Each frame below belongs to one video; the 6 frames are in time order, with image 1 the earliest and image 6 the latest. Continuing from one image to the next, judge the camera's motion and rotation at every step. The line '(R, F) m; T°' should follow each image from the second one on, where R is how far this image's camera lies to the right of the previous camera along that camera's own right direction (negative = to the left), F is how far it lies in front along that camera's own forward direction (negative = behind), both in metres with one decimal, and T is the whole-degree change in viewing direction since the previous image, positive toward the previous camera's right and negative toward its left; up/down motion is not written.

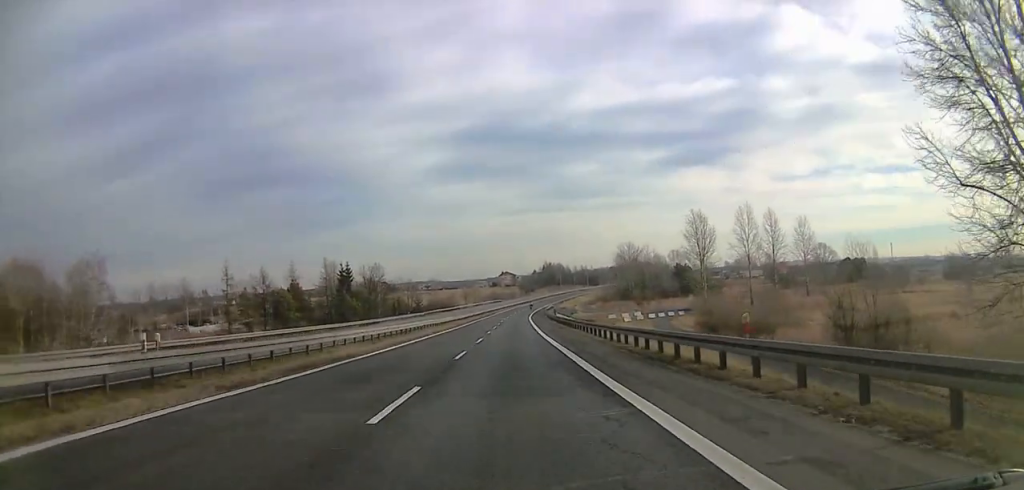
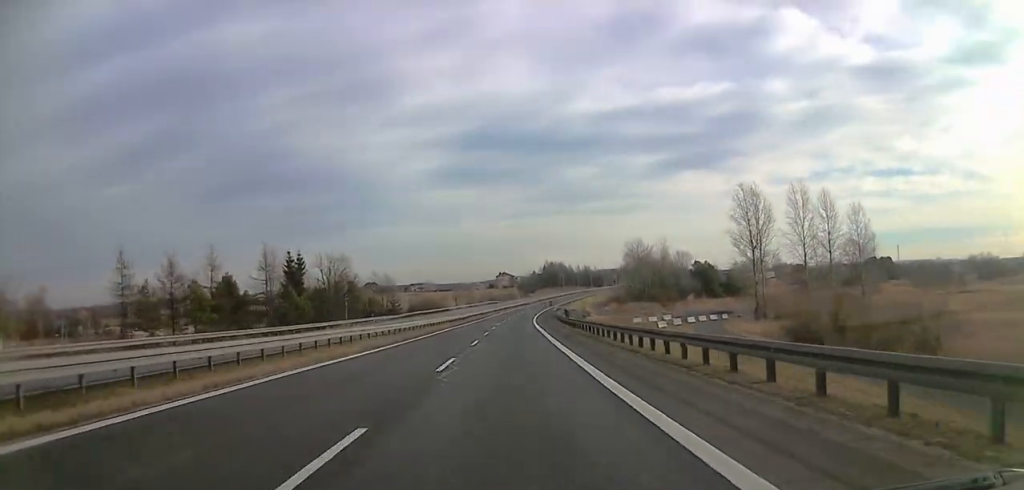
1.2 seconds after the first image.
(+0.5, +32.0) m; +1°
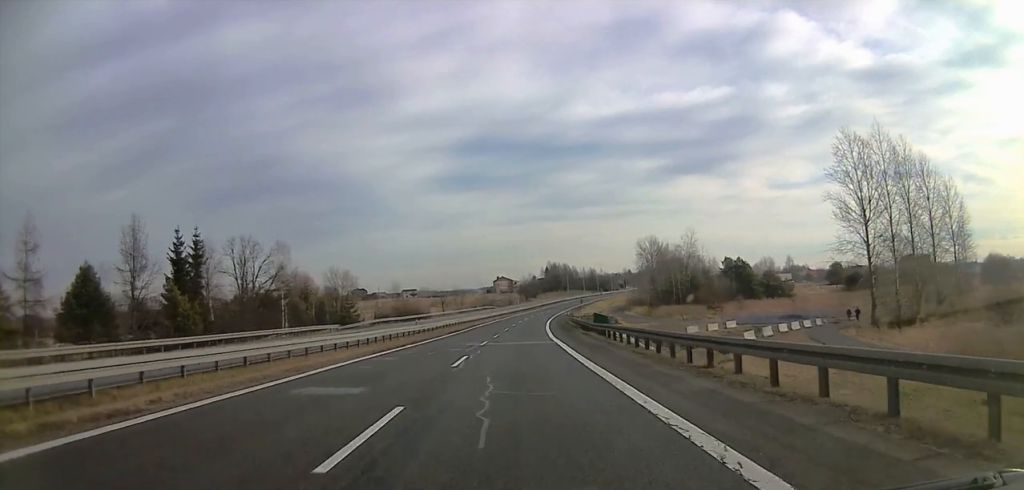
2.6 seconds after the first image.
(0.0, +38.4) m; +1°
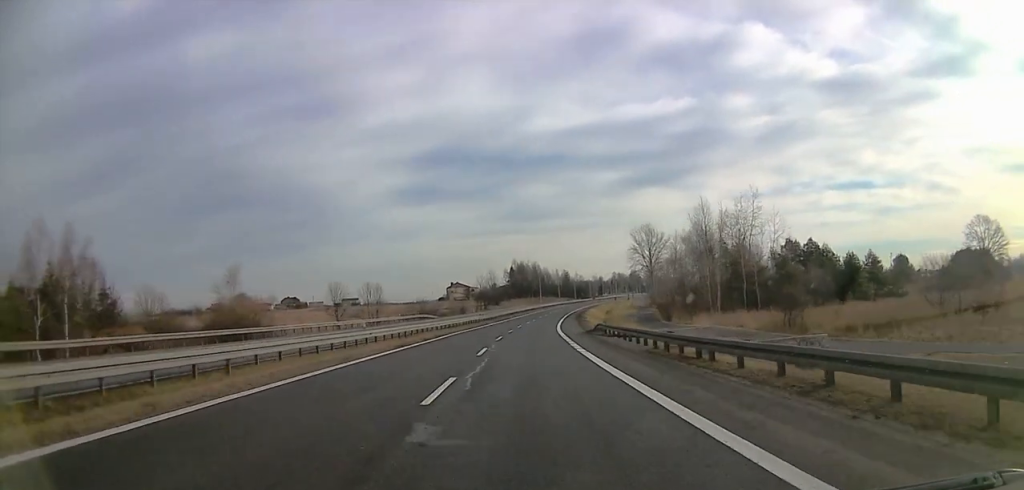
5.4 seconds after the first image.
(+0.1, +68.6) m; +2°
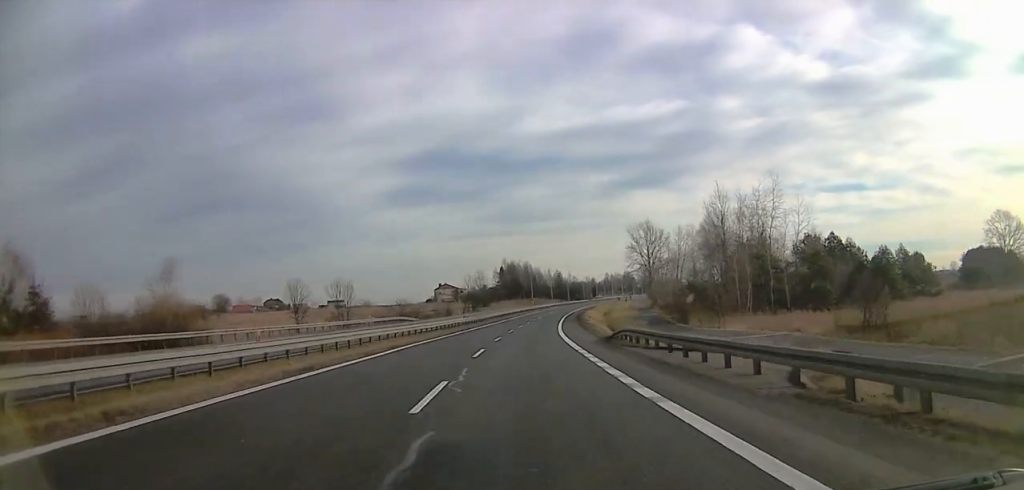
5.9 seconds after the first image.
(+0.6, +12.4) m; +3°
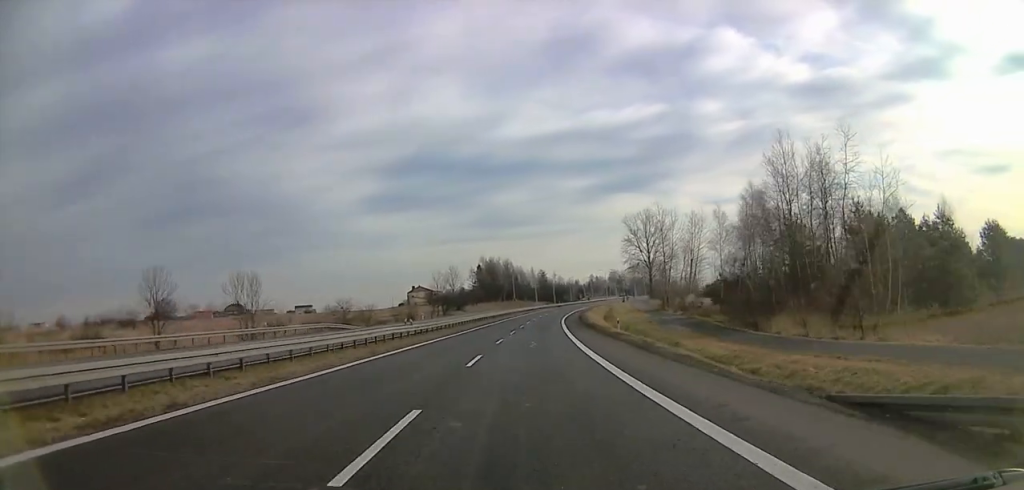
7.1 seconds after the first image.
(+1.1, +27.1) m; +2°
